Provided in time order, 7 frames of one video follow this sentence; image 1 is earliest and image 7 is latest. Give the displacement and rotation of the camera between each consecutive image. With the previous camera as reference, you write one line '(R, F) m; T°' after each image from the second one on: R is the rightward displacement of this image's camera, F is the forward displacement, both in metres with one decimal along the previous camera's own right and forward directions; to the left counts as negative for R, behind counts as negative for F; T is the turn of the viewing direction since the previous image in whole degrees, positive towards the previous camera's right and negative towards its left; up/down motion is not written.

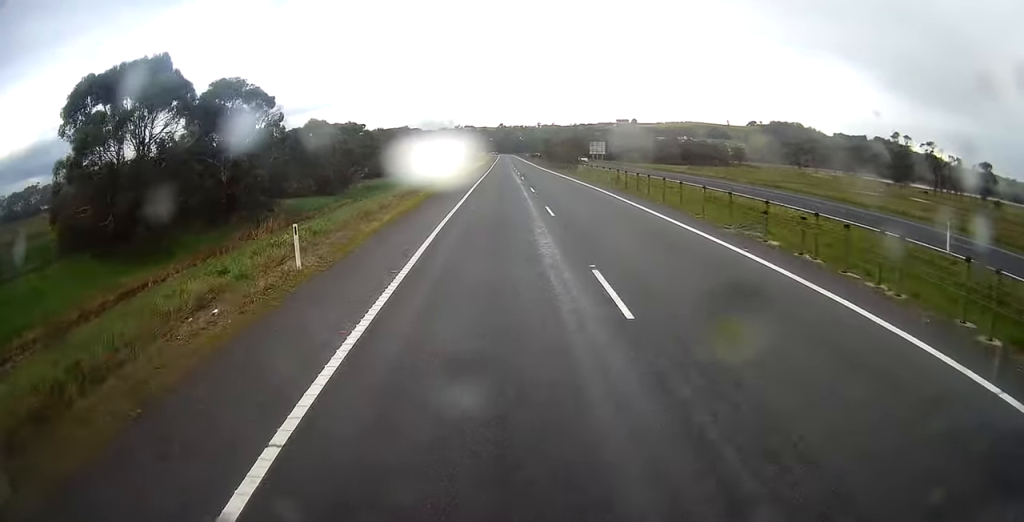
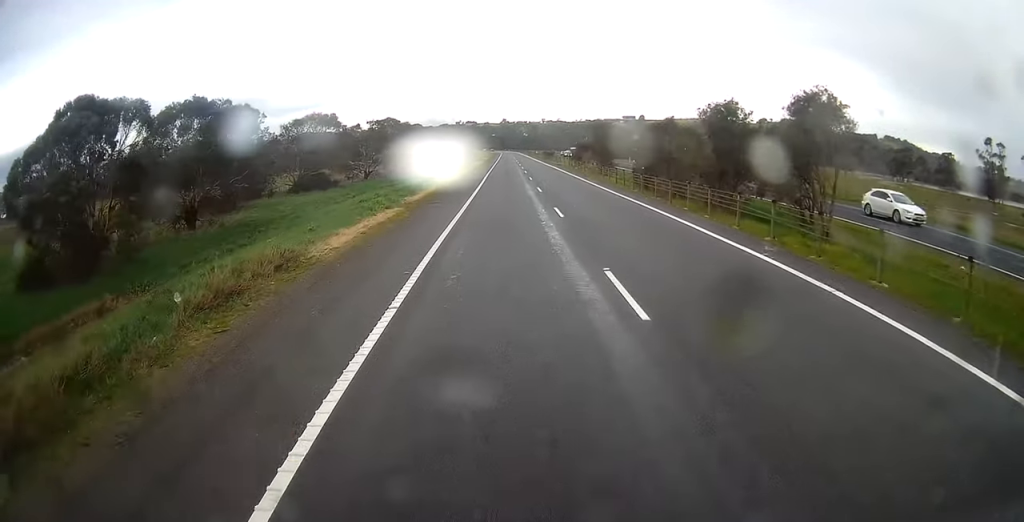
(-0.3, +52.6) m; 0°
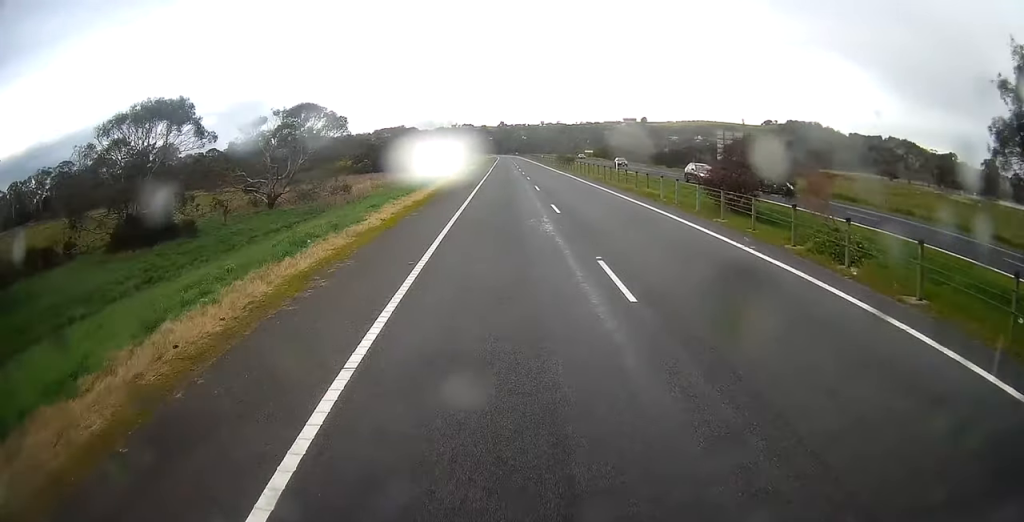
(-0.3, +46.1) m; 0°
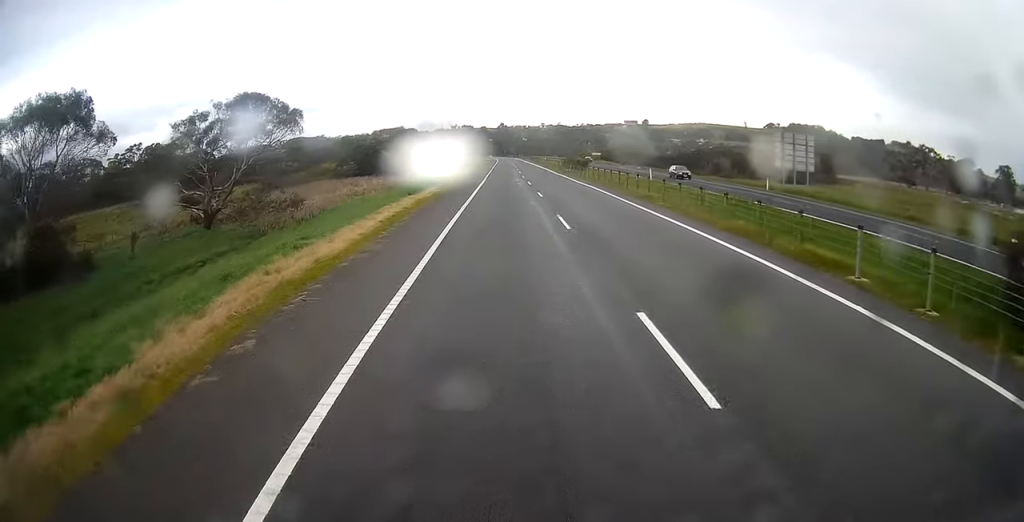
(+0.1, +15.6) m; 0°
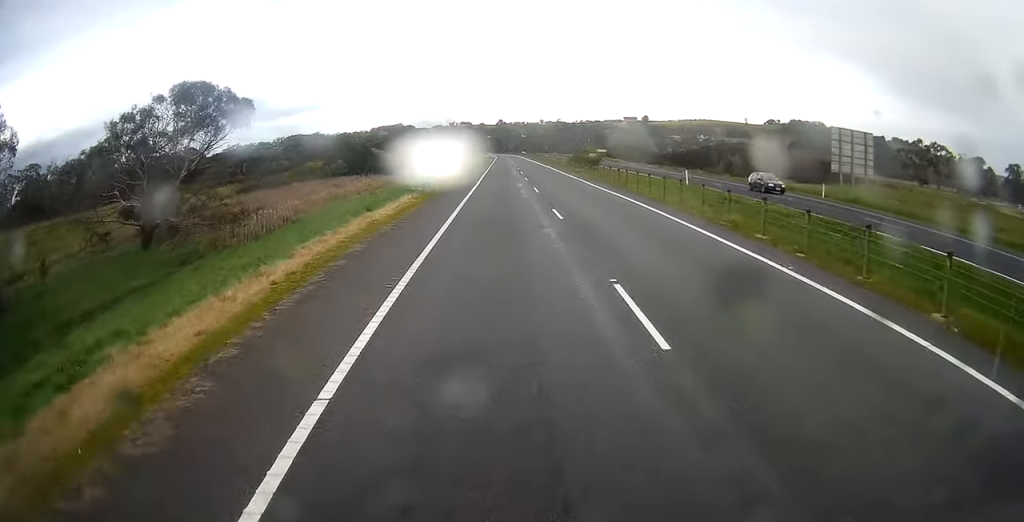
(0.0, +10.5) m; 0°
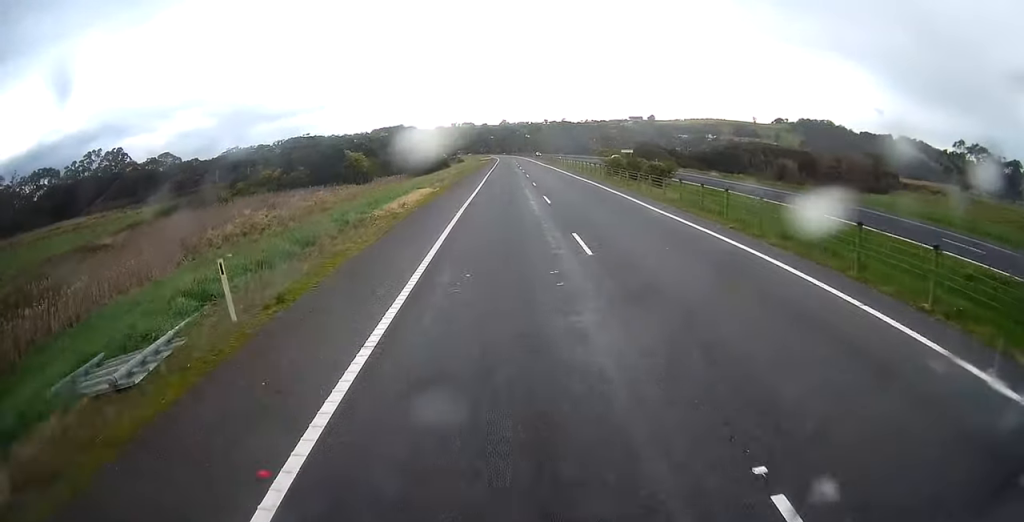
(0.0, +29.5) m; 0°
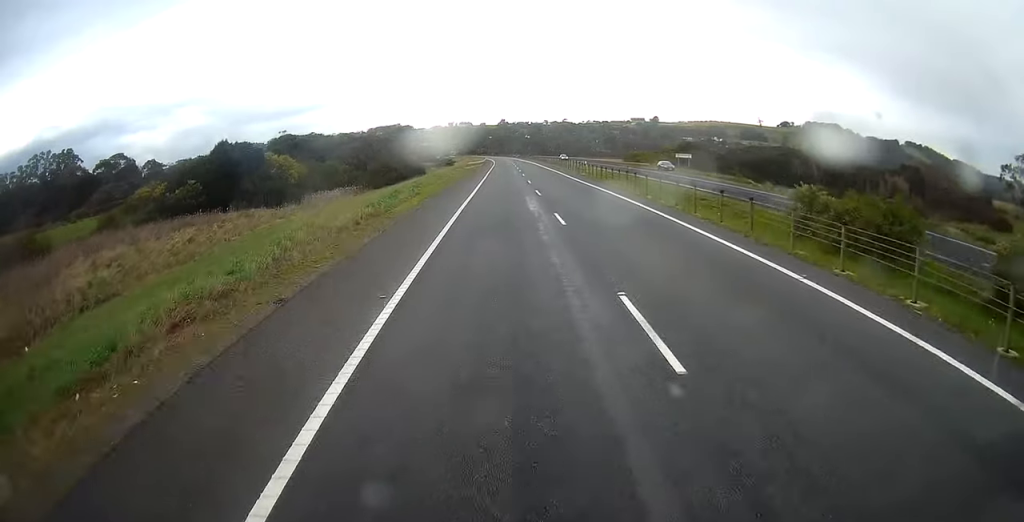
(+0.2, +42.1) m; 0°
